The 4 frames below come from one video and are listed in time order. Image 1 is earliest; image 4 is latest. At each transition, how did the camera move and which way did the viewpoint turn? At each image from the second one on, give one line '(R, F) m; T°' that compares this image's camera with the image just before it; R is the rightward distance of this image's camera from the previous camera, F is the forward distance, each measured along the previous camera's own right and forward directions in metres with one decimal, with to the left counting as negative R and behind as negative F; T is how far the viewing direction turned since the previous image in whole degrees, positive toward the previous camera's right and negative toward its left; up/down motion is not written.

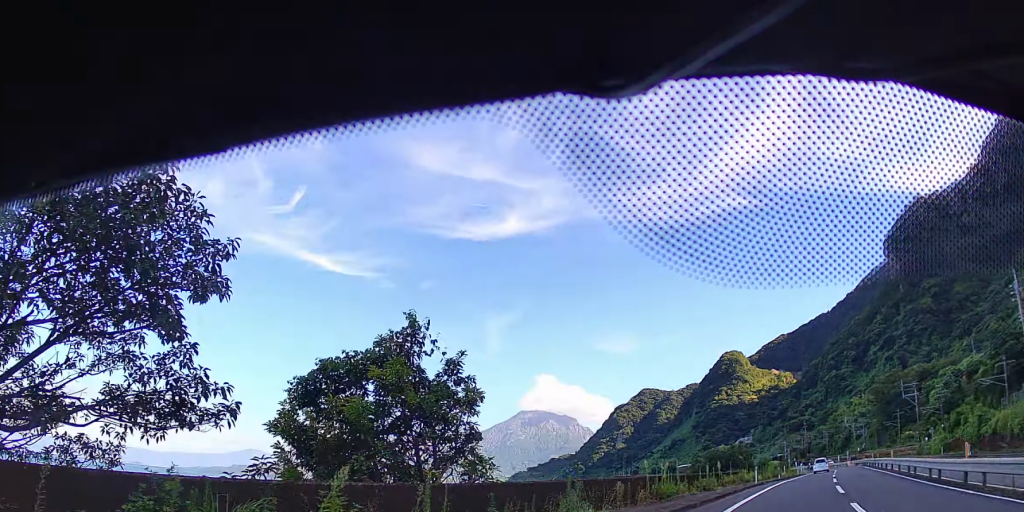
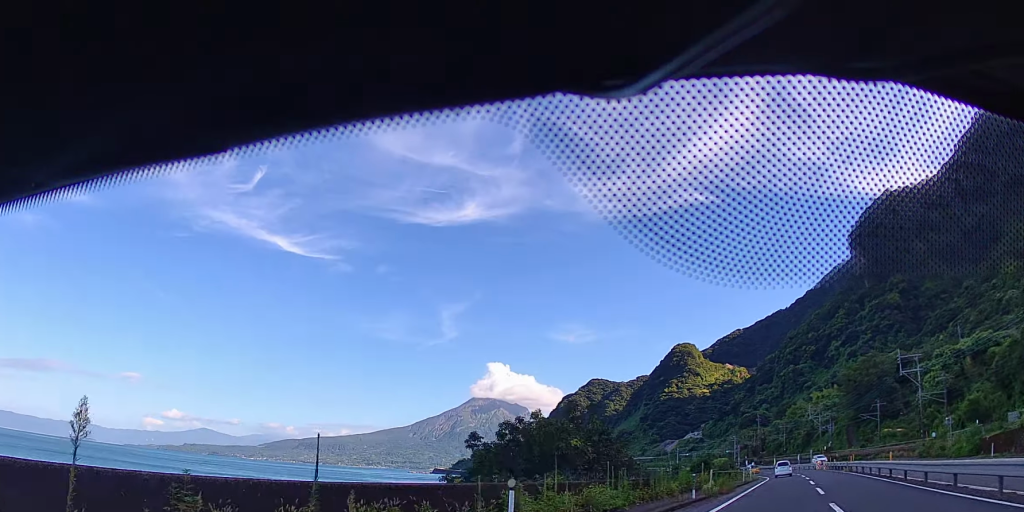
(+1.5, +30.3) m; +5°
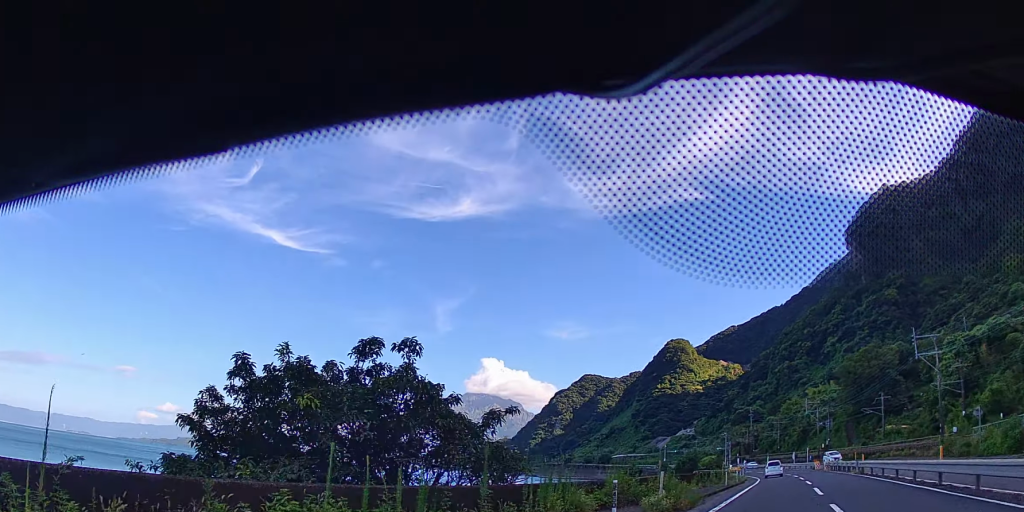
(+0.1, +10.7) m; 0°
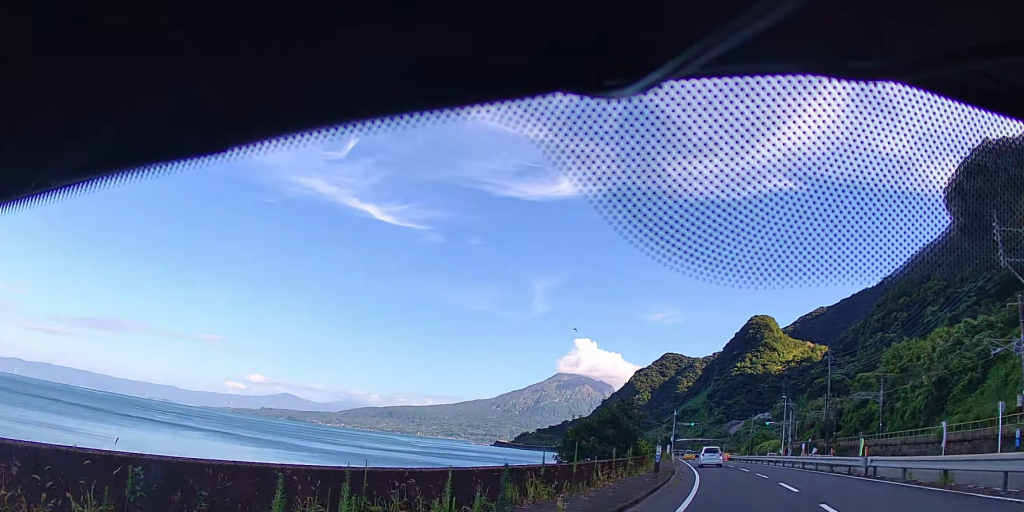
(+0.3, +81.9) m; -4°
